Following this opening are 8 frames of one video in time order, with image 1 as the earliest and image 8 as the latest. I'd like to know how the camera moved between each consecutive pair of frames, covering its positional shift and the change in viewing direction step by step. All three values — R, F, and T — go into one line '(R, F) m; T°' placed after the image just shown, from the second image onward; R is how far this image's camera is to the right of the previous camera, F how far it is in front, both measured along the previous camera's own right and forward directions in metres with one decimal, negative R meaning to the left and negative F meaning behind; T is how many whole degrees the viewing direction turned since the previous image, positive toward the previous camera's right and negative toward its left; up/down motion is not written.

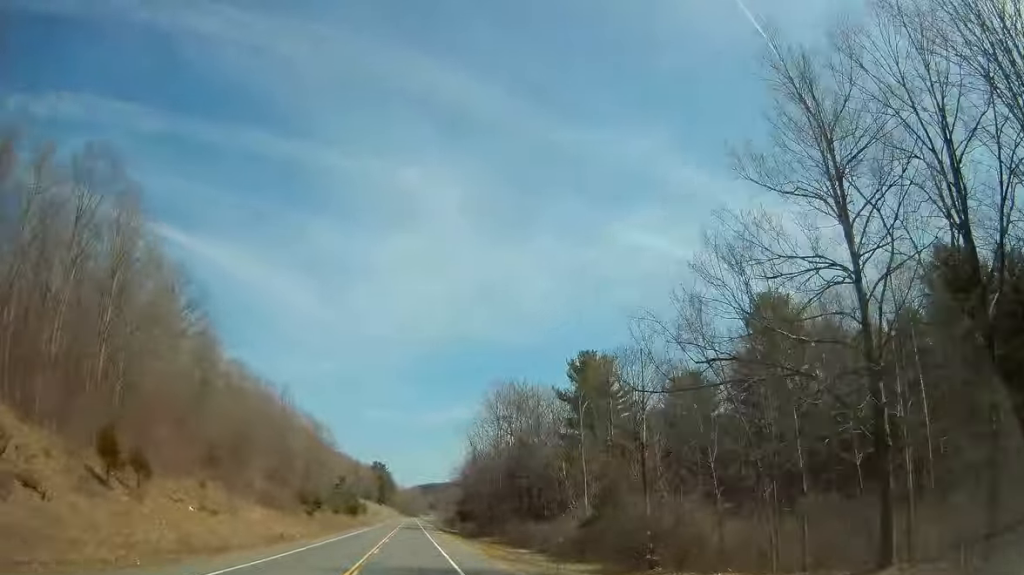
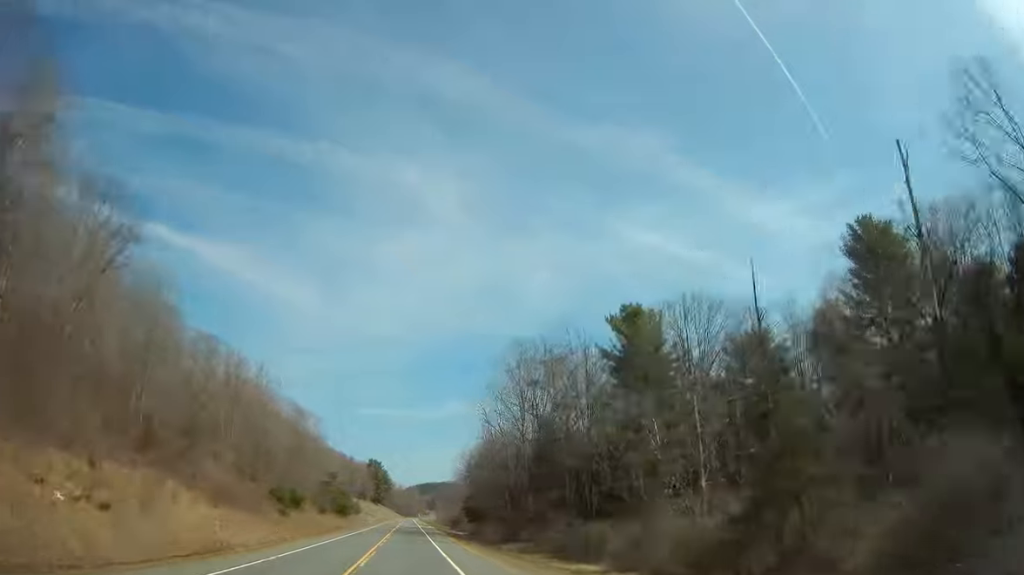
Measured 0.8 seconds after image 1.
(-0.1, +20.2) m; 0°
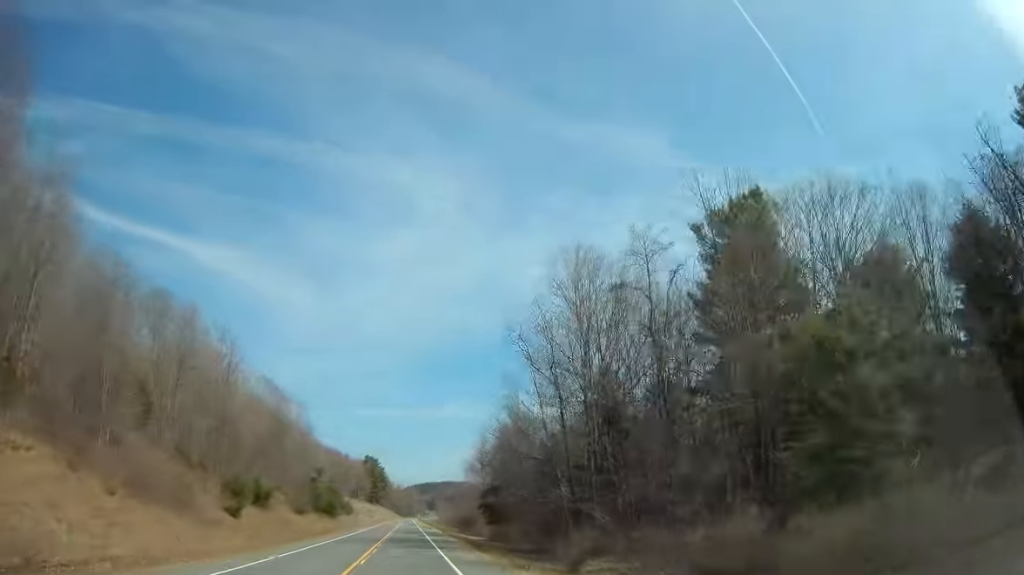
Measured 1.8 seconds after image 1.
(-0.1, +24.4) m; 0°
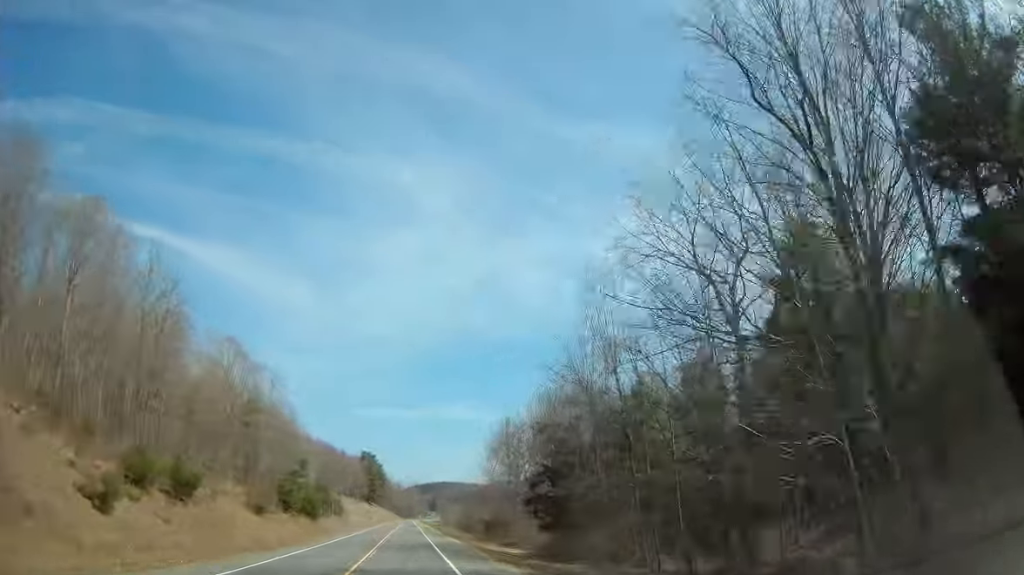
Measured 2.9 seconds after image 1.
(0.0, +28.7) m; 0°
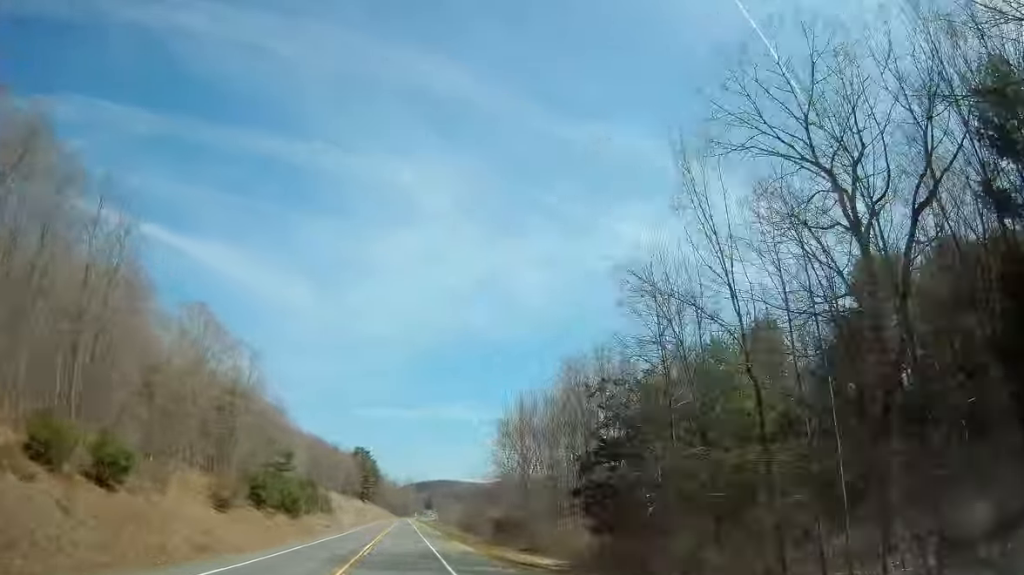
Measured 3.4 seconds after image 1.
(+0.1, +13.5) m; 0°
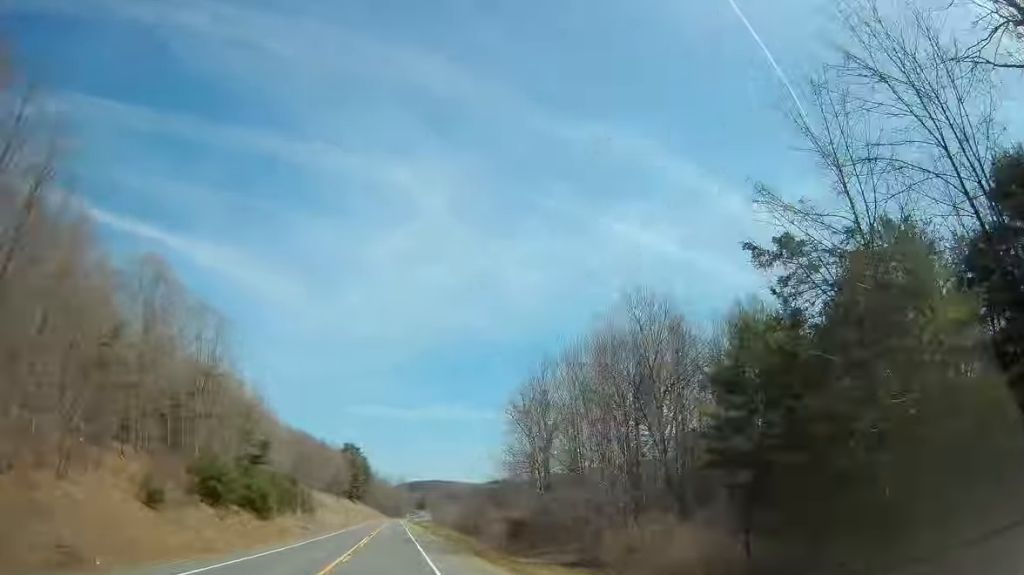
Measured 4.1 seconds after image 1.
(0.0, +16.0) m; 0°
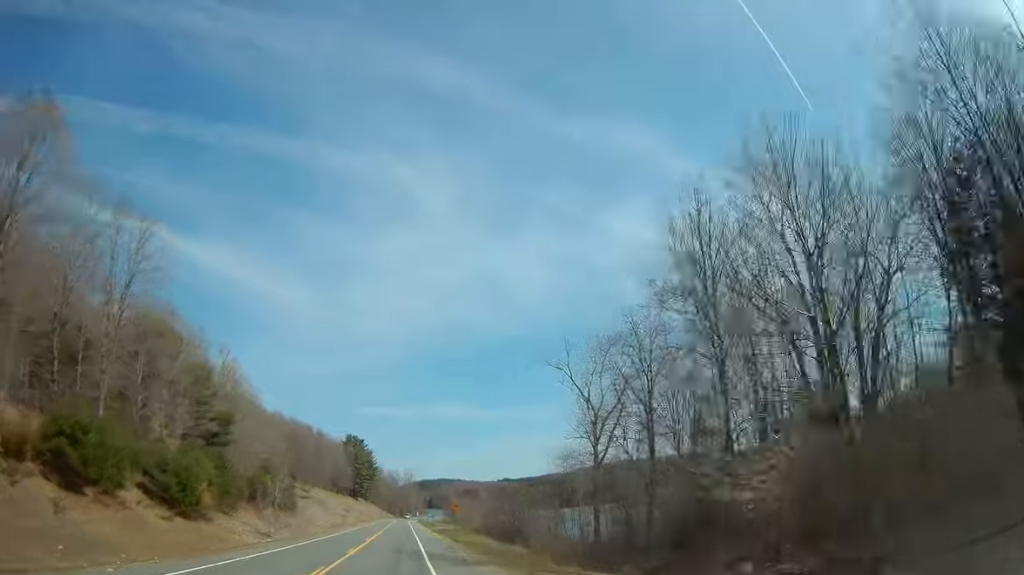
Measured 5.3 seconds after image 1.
(+0.3, +31.0) m; 0°
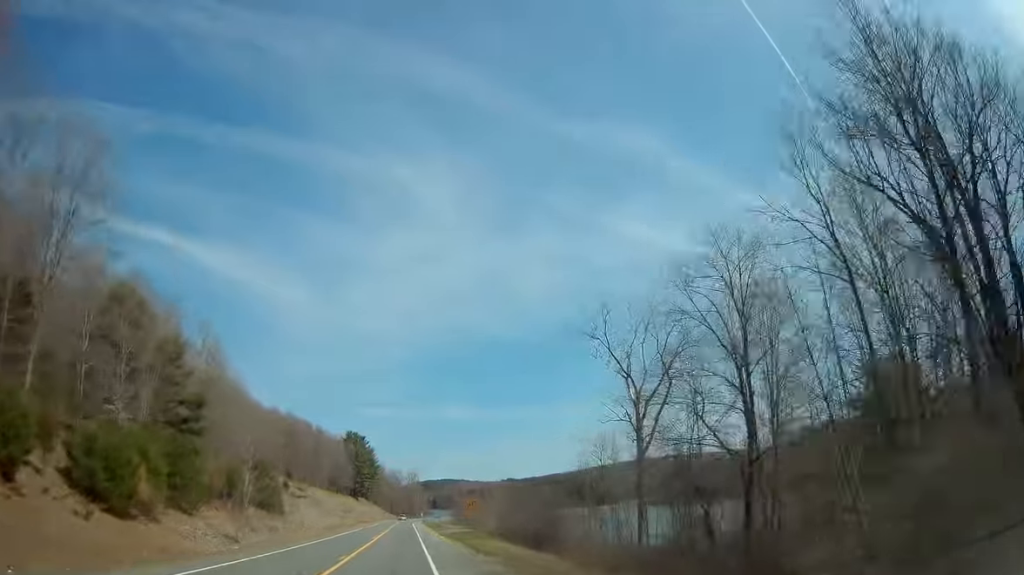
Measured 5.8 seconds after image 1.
(-0.1, +13.3) m; -1°
